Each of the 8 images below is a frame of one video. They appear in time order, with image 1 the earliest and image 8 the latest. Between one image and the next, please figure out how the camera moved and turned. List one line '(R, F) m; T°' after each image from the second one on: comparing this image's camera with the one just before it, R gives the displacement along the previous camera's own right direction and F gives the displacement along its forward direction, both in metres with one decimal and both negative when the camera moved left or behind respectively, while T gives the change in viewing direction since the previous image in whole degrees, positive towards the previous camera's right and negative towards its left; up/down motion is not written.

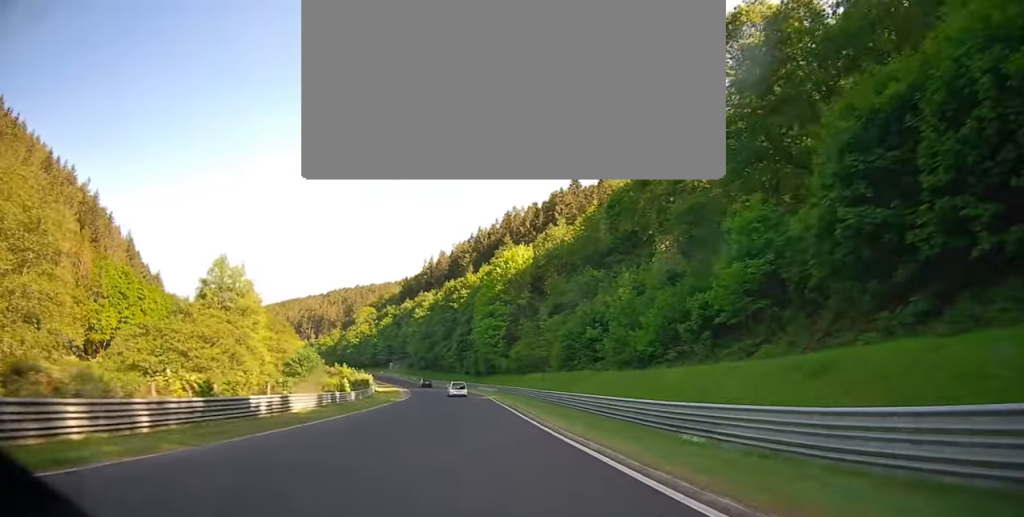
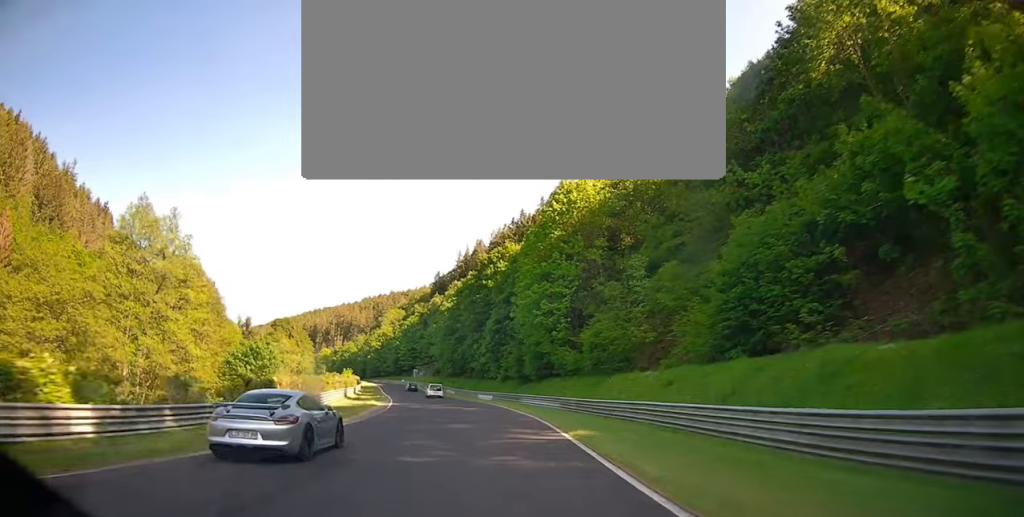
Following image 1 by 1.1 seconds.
(-2.4, +35.8) m; -7°
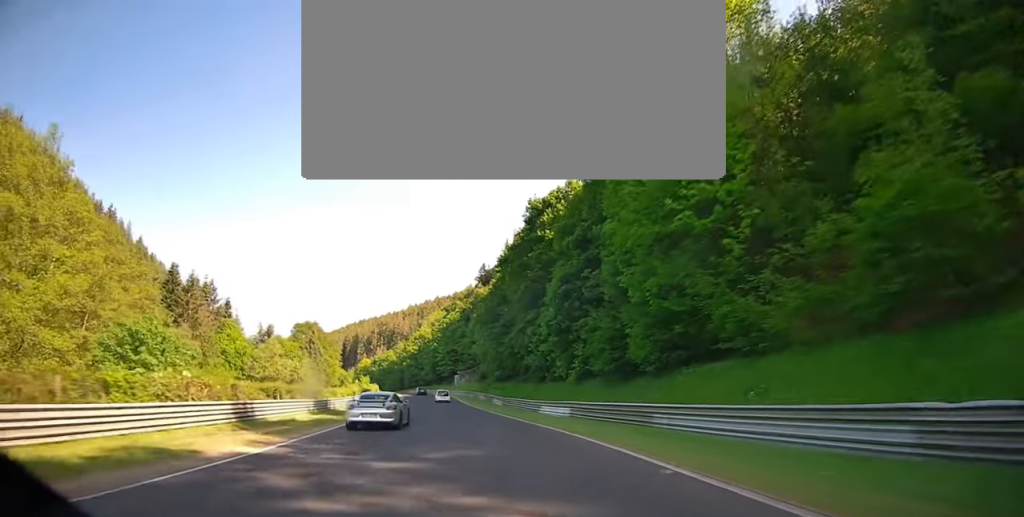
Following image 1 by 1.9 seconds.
(-1.2, +30.1) m; -4°
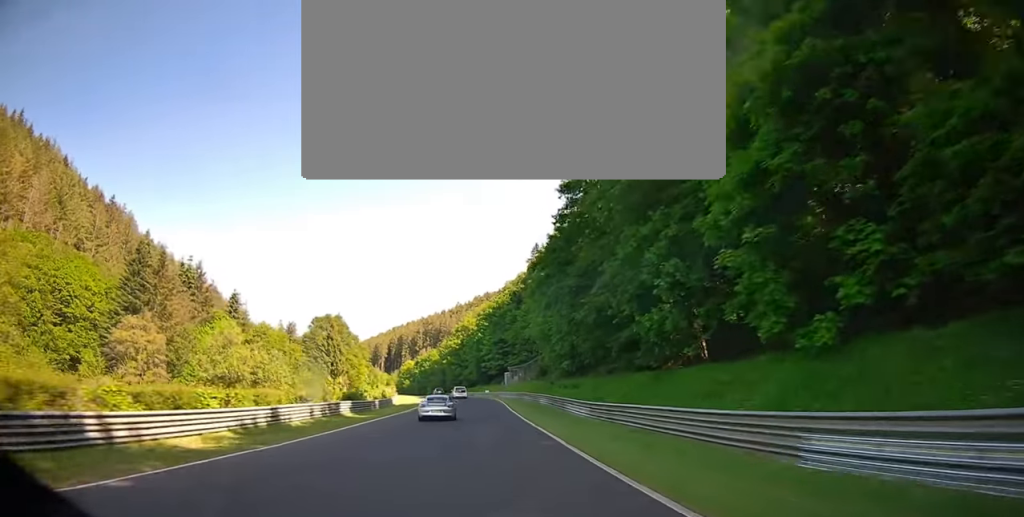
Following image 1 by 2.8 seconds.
(-0.9, +30.5) m; -4°
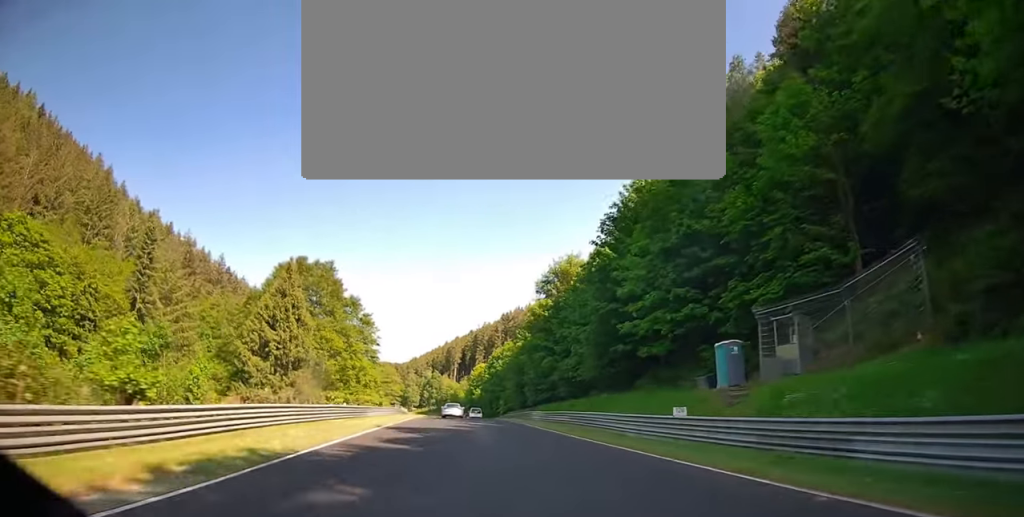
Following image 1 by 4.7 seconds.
(-6.3, +72.4) m; -9°
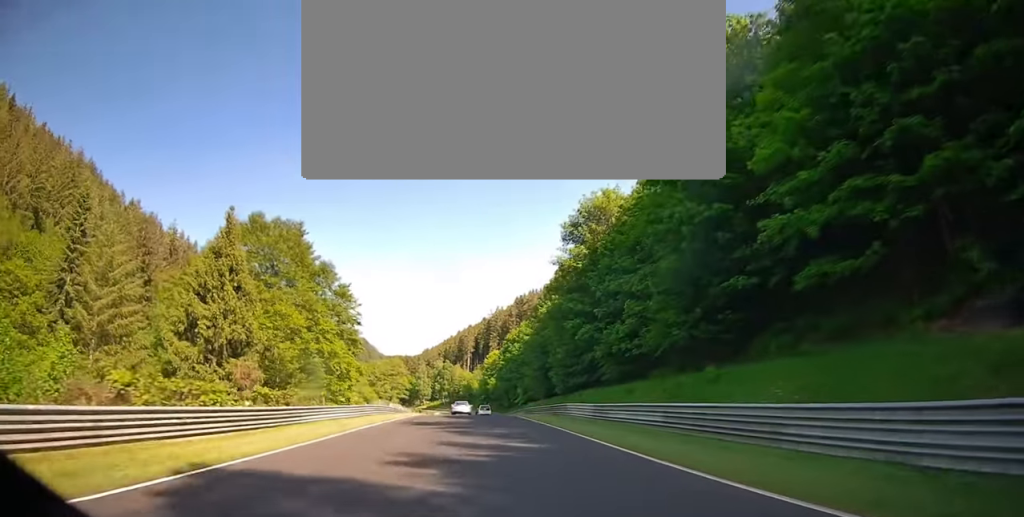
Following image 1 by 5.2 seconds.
(-0.5, +18.7) m; -1°
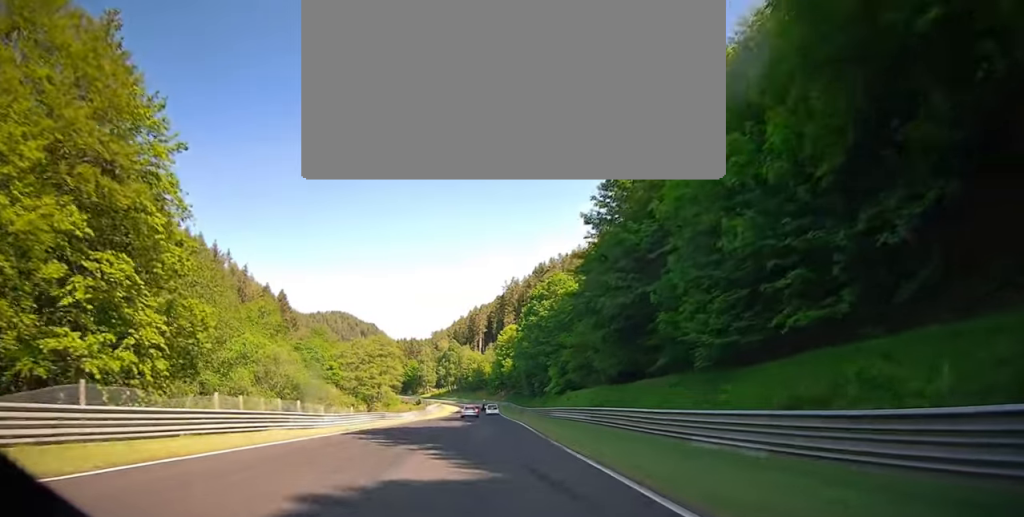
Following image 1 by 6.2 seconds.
(+0.1, +41.0) m; -1°
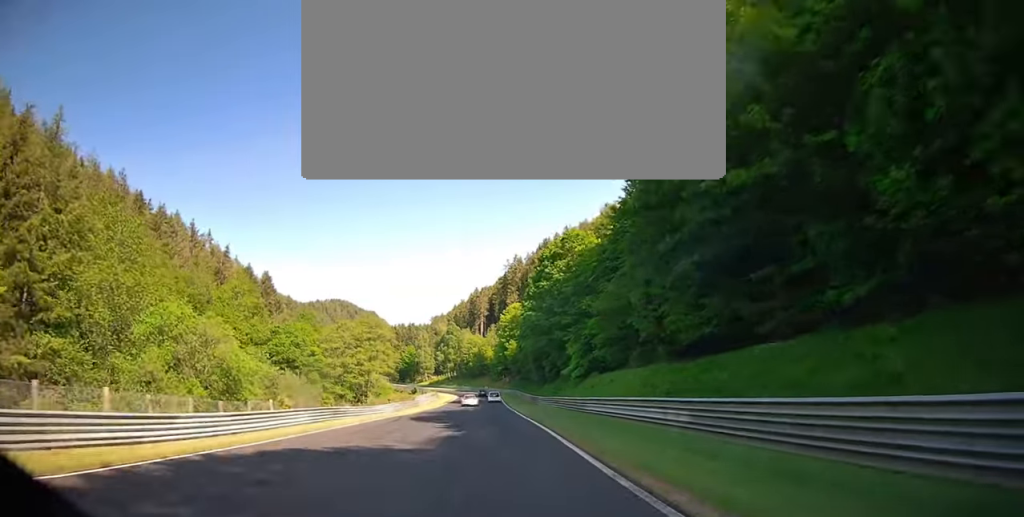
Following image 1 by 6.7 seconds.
(-0.3, +16.4) m; -1°
